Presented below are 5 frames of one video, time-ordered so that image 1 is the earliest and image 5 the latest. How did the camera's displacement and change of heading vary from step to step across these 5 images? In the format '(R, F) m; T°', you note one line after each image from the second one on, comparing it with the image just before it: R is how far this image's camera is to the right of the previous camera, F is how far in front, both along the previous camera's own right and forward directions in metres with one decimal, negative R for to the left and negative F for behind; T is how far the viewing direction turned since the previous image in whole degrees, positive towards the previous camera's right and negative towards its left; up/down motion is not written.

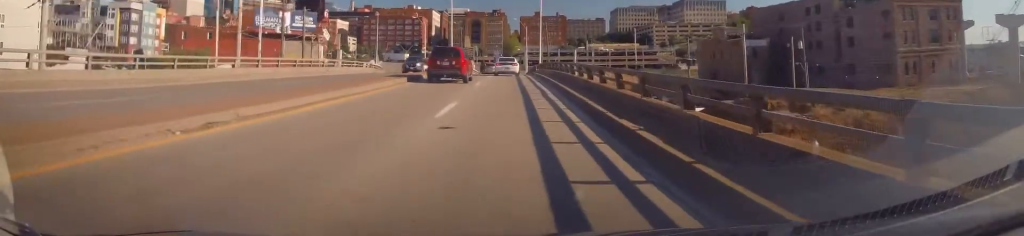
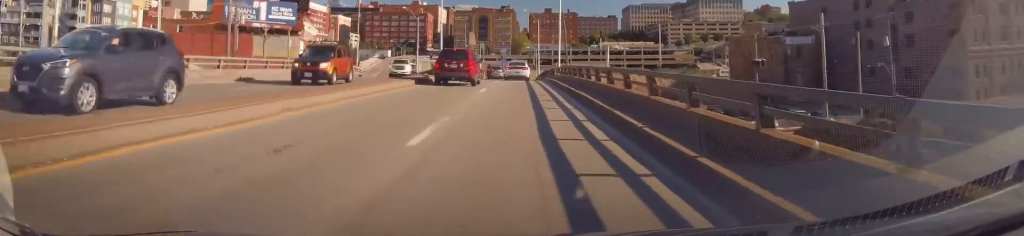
(+0.6, +16.4) m; +2°
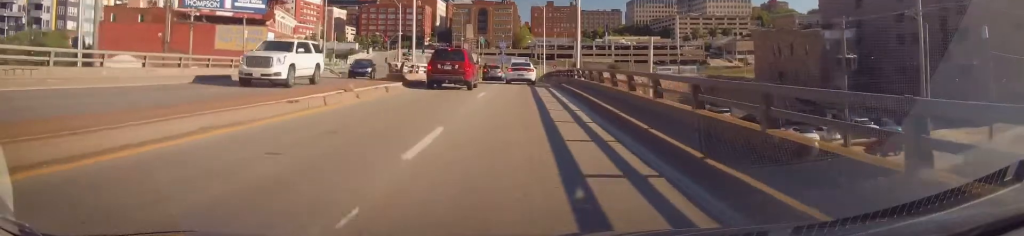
(-0.2, +13.3) m; -3°
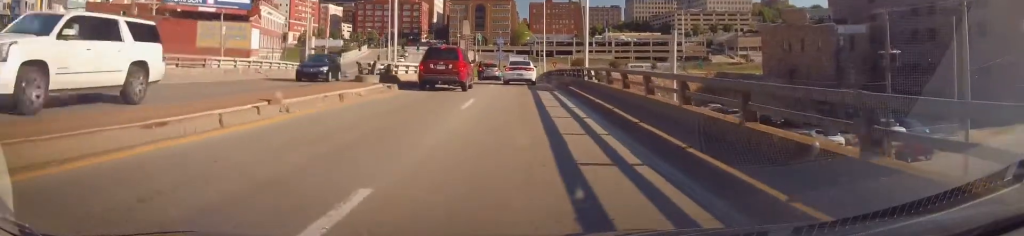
(-0.2, +4.6) m; -1°
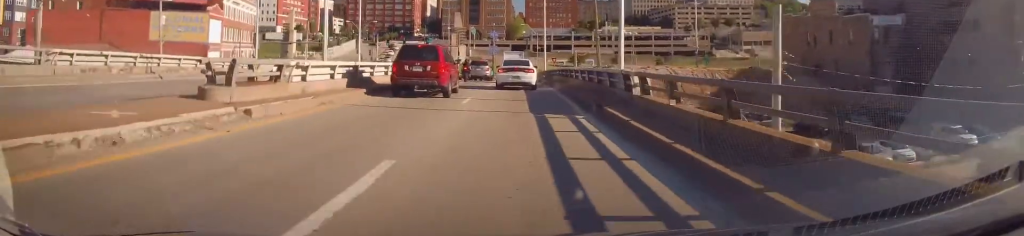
(+0.1, +9.8) m; +3°
